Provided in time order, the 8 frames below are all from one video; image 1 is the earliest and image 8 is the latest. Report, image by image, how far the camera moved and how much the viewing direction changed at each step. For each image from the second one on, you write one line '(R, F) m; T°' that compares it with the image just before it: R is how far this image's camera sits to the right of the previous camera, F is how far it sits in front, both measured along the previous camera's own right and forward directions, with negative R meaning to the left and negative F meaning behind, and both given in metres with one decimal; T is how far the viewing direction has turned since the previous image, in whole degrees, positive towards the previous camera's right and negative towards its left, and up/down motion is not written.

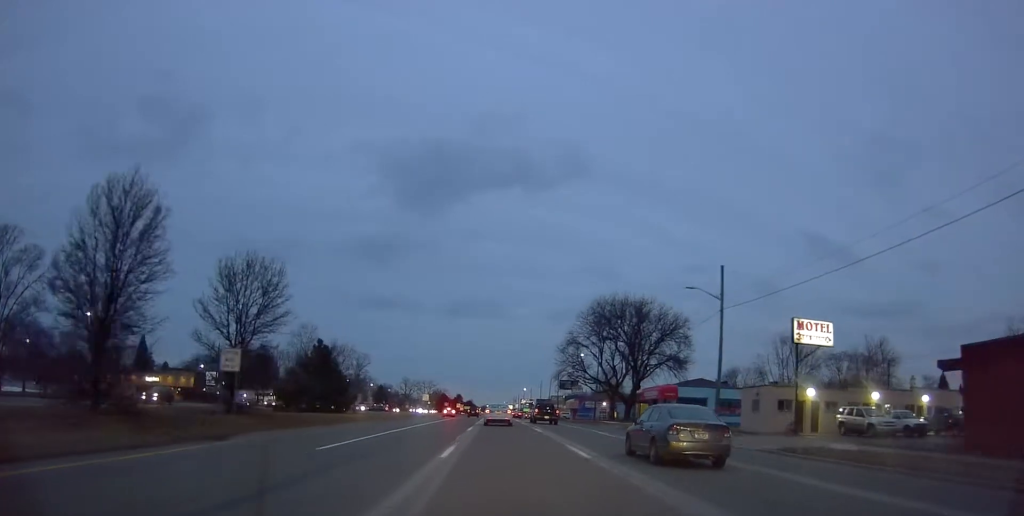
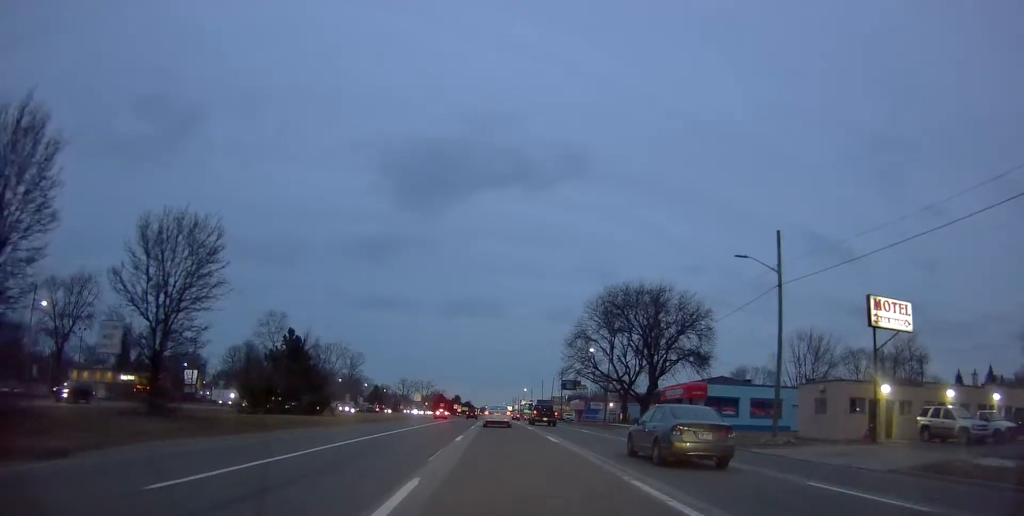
(0.0, +8.7) m; 0°
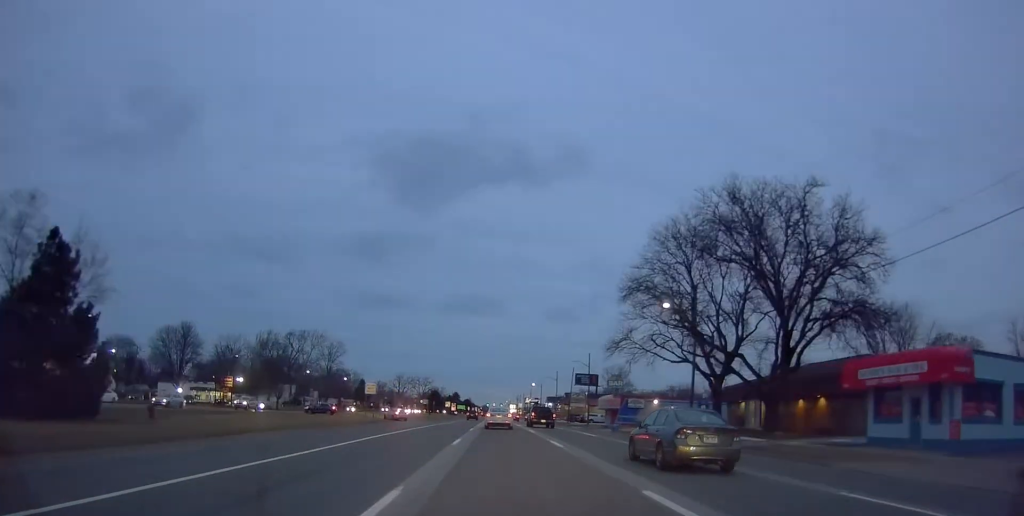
(-1.1, +32.8) m; -2°
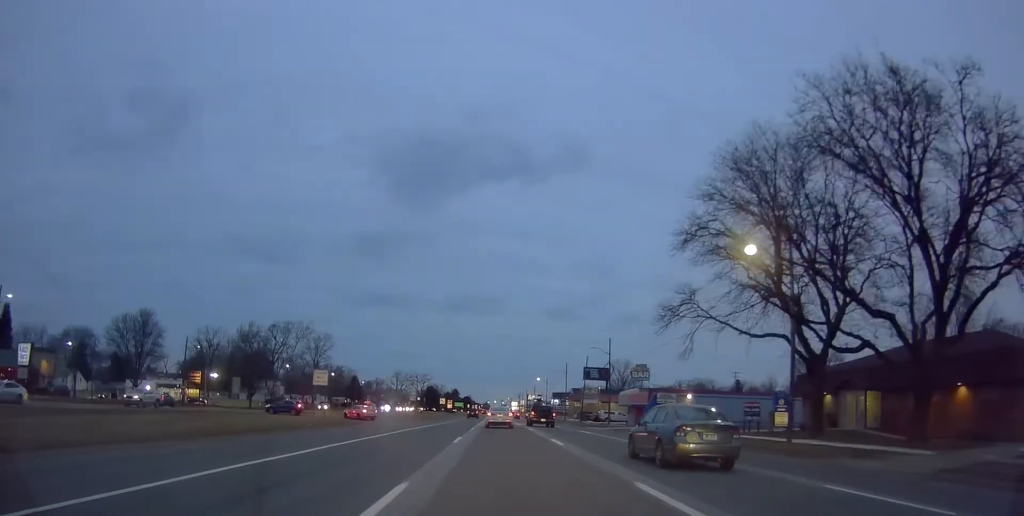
(+0.4, +15.2) m; 0°
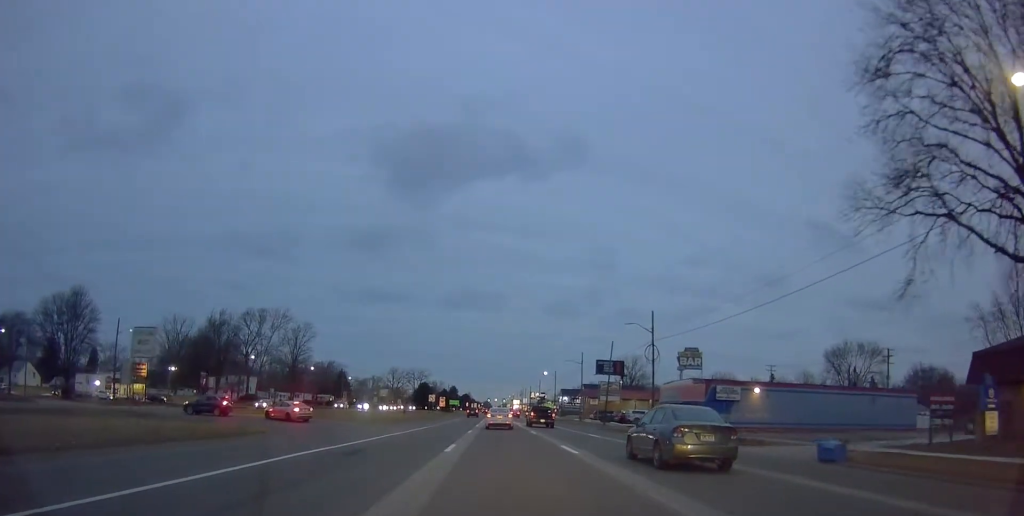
(-0.2, +19.7) m; 0°
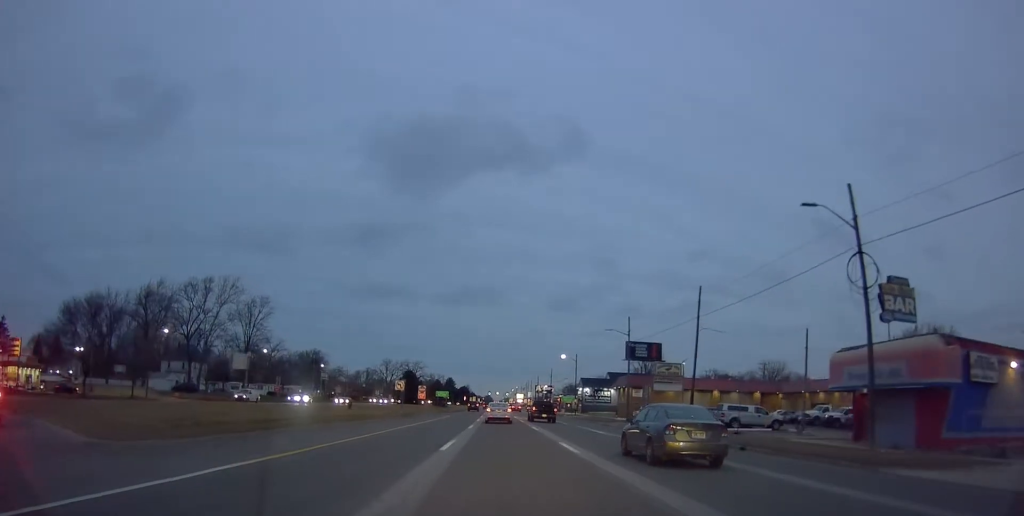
(+0.7, +31.6) m; +2°
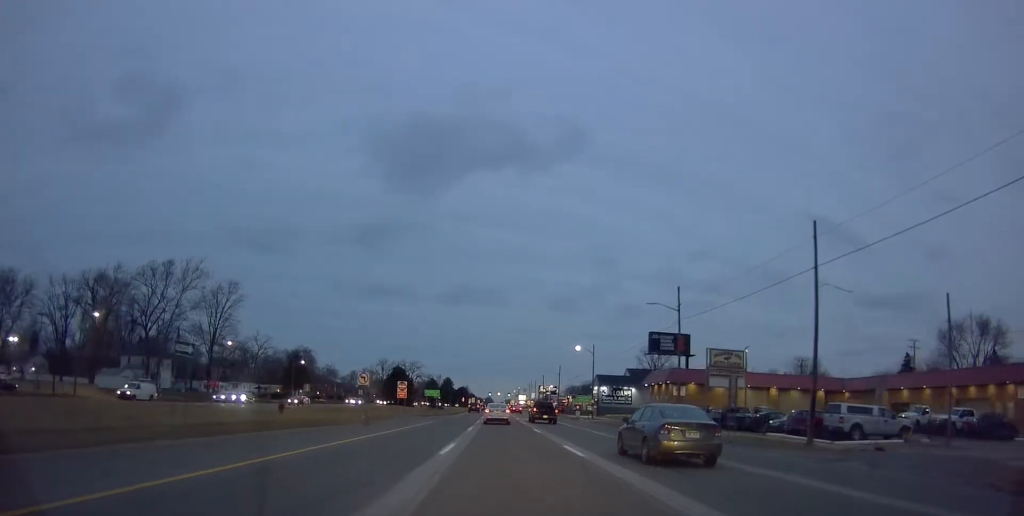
(0.0, +16.7) m; -1°
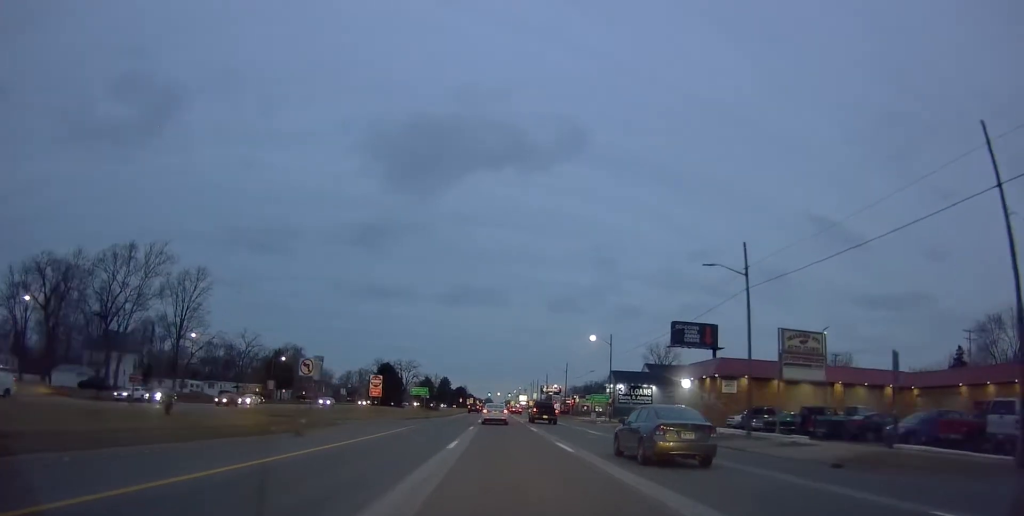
(-0.3, +13.0) m; 0°
